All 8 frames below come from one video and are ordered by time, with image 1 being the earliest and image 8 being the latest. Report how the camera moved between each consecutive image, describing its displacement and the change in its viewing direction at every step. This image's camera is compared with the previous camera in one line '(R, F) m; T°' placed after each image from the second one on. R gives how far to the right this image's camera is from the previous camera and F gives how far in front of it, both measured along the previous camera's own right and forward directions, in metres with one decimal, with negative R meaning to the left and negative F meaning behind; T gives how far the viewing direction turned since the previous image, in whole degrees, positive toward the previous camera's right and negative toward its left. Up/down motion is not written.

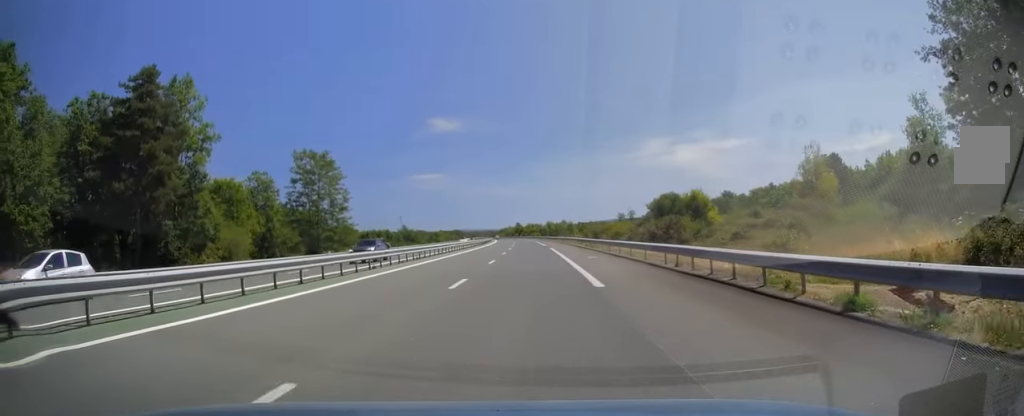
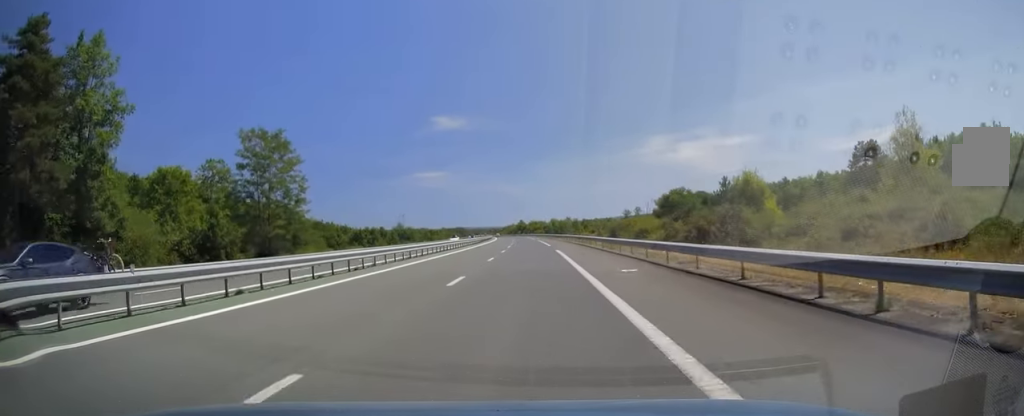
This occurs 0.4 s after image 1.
(0.0, +12.8) m; 0°
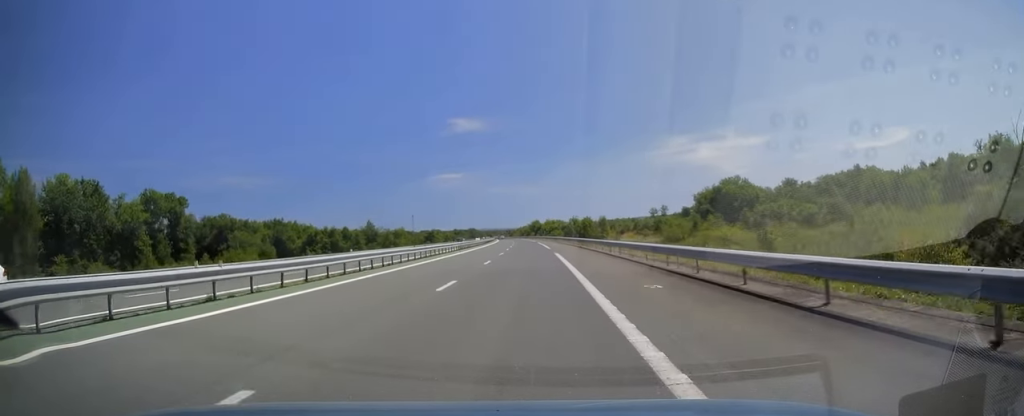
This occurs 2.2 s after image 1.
(-1.4, +52.6) m; -2°
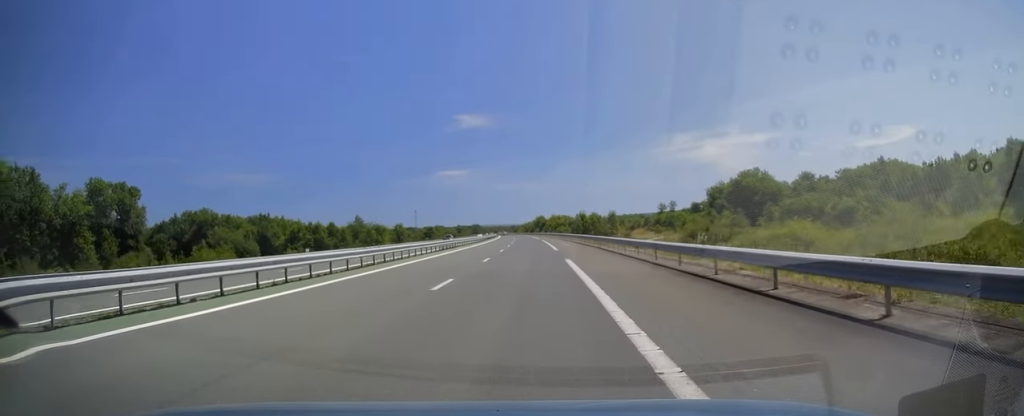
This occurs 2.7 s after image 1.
(0.0, +13.7) m; 0°
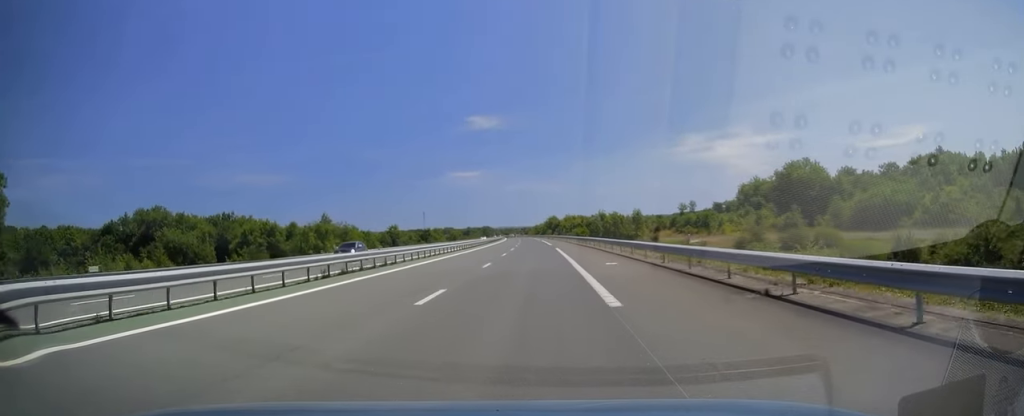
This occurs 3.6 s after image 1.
(-0.1, +28.5) m; -1°
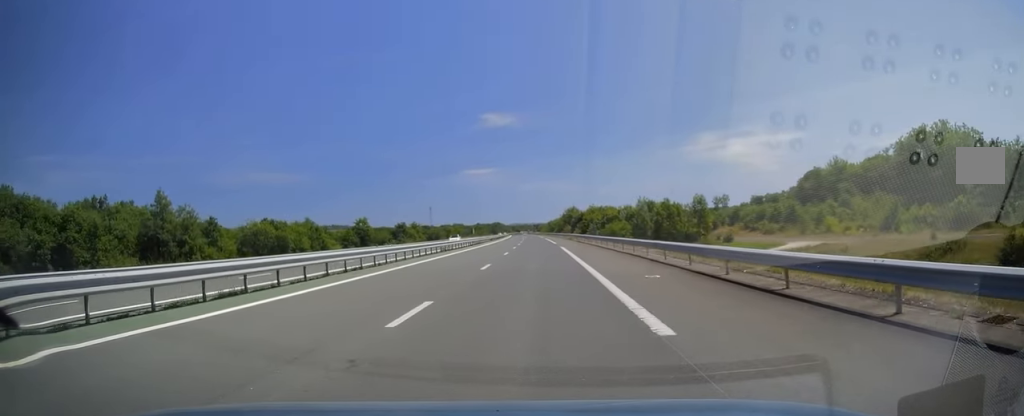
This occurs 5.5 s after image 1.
(-0.8, +55.1) m; -2°
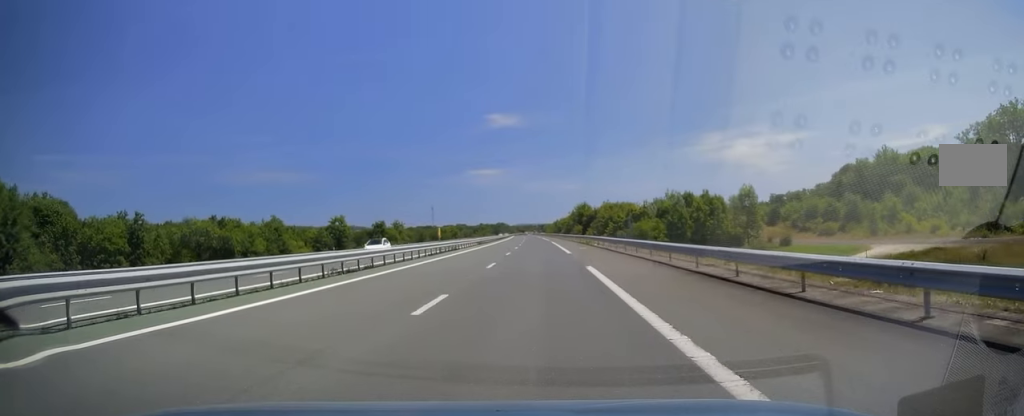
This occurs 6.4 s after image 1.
(-0.3, +24.6) m; -1°
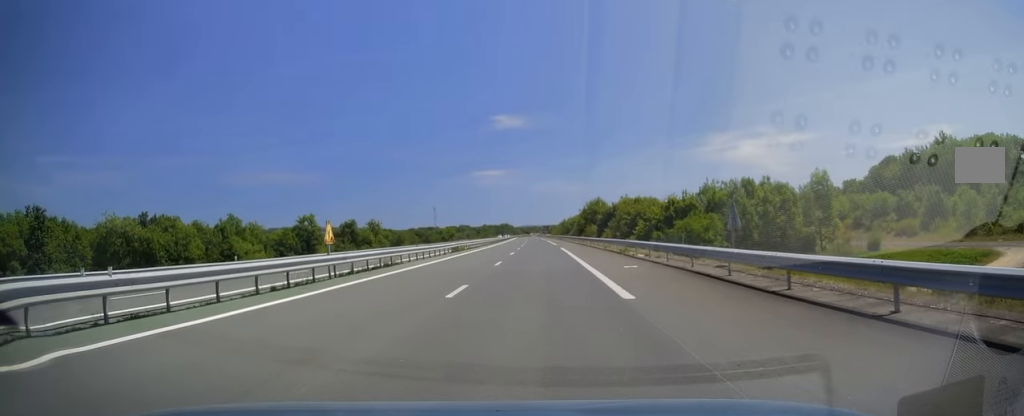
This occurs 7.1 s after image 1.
(0.0, +23.1) m; 0°
